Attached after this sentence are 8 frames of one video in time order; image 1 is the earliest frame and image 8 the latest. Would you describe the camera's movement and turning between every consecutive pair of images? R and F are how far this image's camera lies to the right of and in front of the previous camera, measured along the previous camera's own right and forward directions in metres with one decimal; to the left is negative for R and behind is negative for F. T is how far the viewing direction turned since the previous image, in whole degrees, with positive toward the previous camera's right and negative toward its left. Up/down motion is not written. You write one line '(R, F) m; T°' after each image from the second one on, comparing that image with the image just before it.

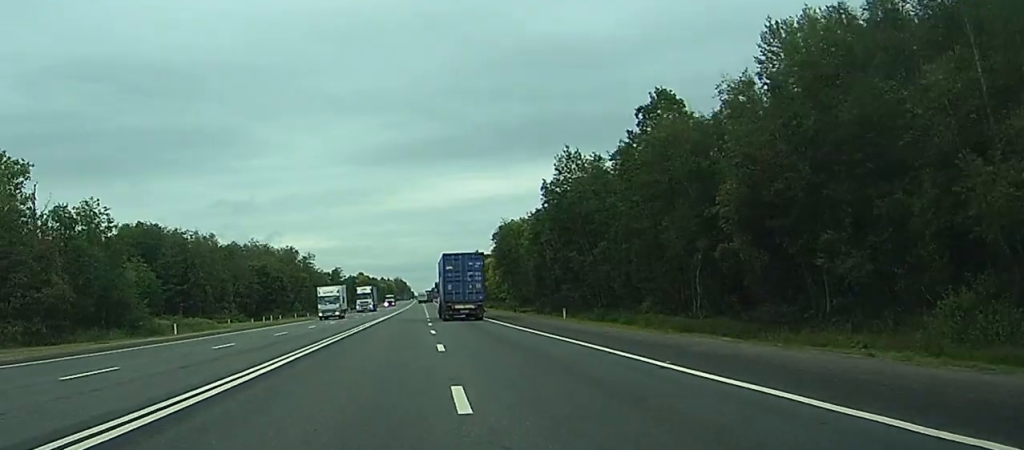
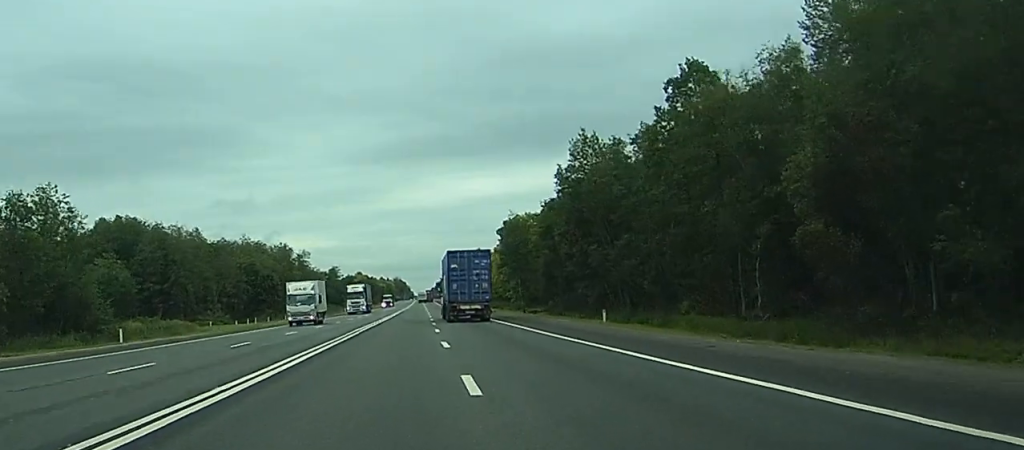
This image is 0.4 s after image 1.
(-1.0, +10.5) m; -2°
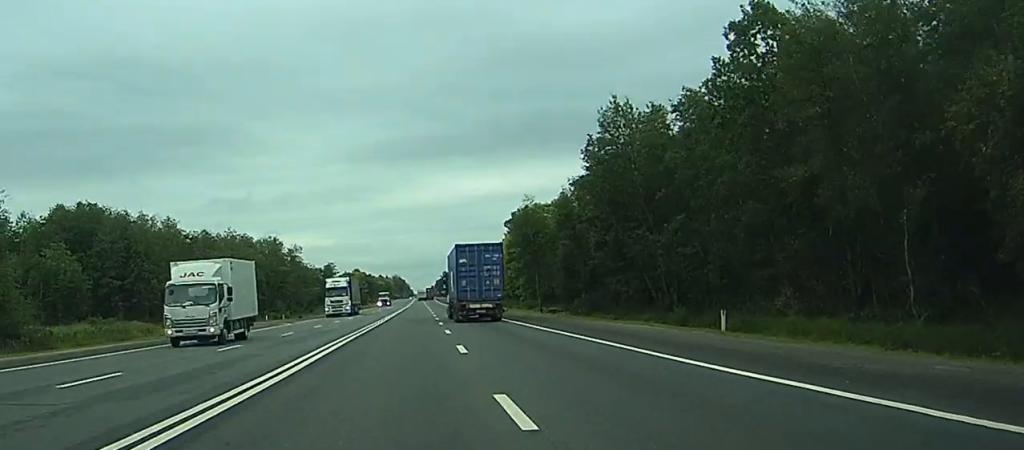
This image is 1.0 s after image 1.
(+1.4, +15.7) m; +4°
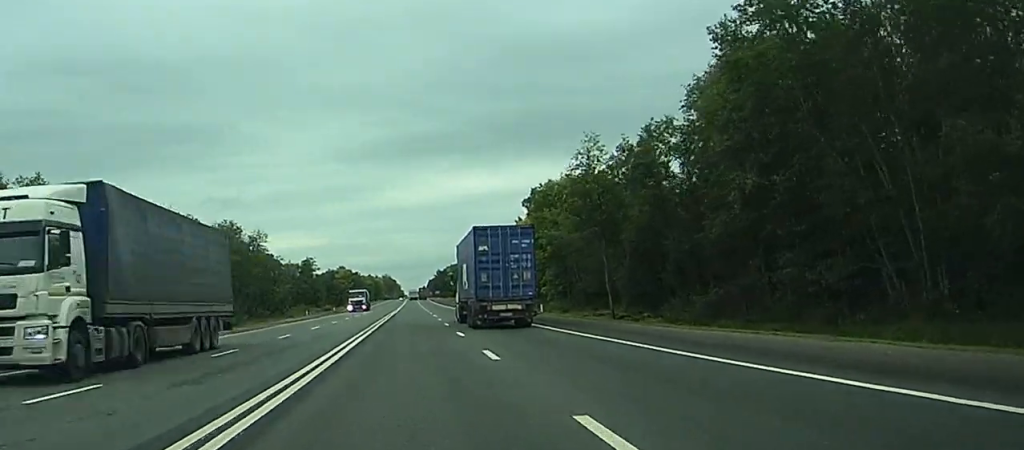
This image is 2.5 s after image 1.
(+1.6, +39.1) m; +3°
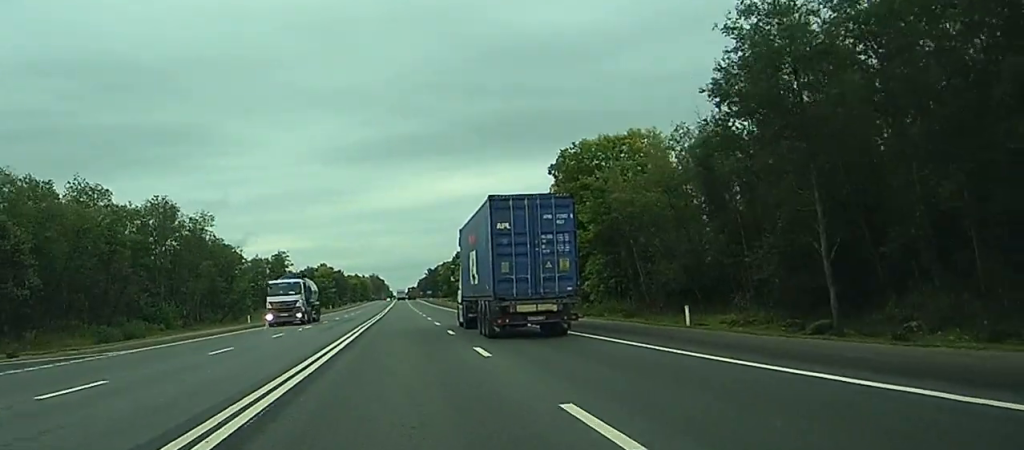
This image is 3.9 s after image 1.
(0.0, +35.1) m; 0°
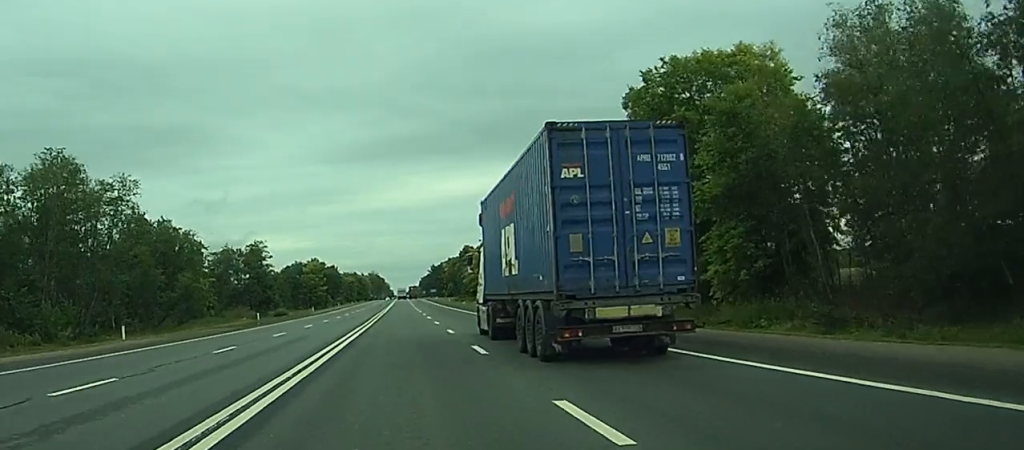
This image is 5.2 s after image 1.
(+0.1, +34.9) m; 0°
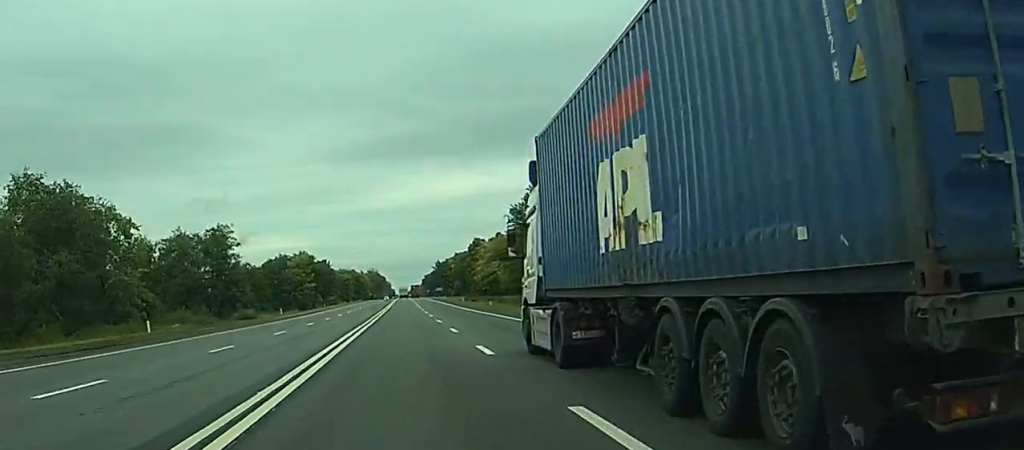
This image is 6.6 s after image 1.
(+0.1, +36.0) m; 0°
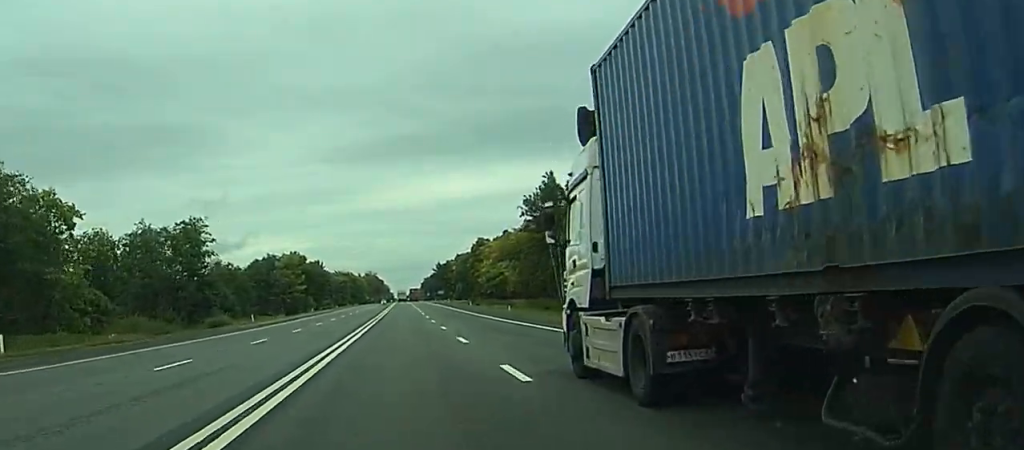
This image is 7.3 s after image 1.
(0.0, +17.2) m; 0°
